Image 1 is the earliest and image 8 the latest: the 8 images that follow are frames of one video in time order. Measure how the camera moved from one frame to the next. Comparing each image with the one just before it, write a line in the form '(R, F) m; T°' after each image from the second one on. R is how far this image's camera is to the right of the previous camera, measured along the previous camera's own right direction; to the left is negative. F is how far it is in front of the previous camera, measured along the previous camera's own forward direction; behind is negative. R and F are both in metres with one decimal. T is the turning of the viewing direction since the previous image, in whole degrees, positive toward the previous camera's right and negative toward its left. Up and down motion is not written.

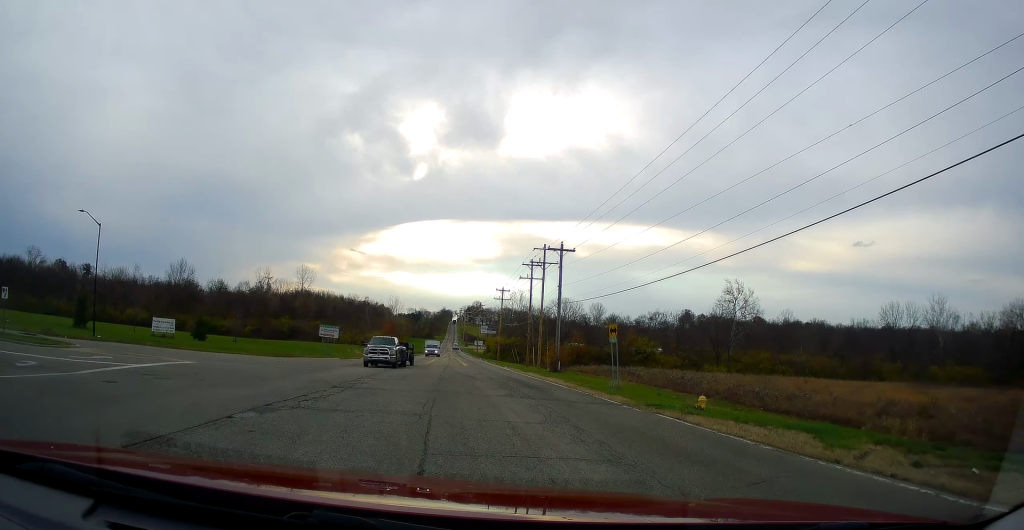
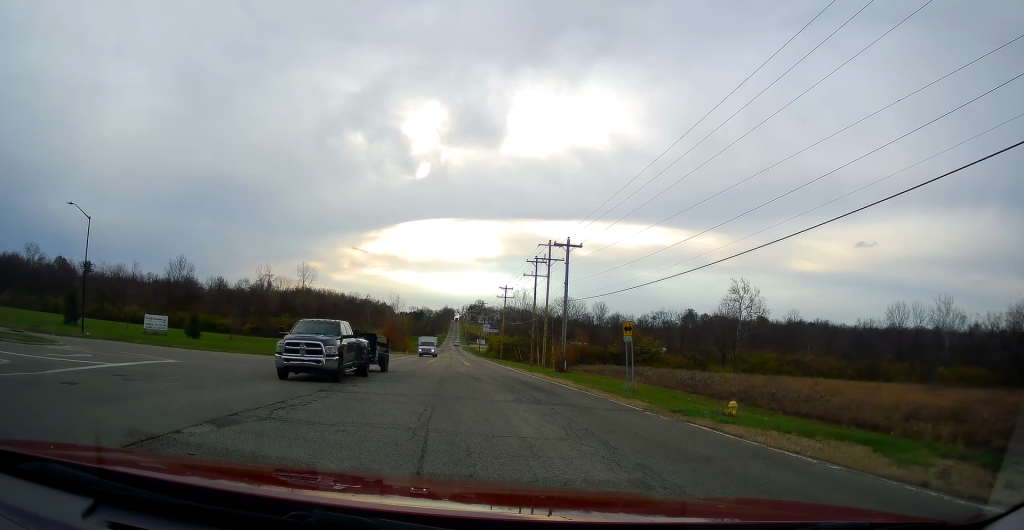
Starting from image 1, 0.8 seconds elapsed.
(0.0, +2.8) m; -2°
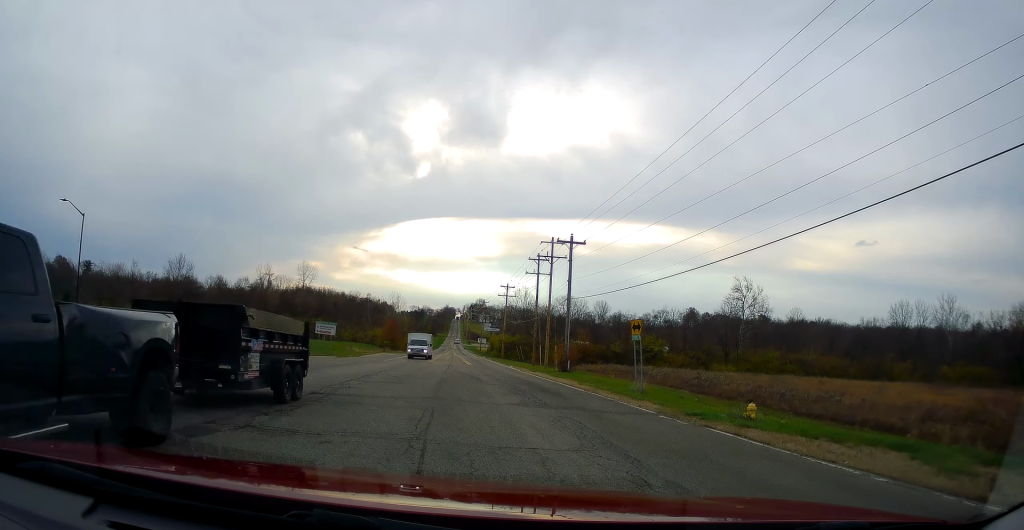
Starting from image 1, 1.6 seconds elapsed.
(-0.1, +1.4) m; -1°
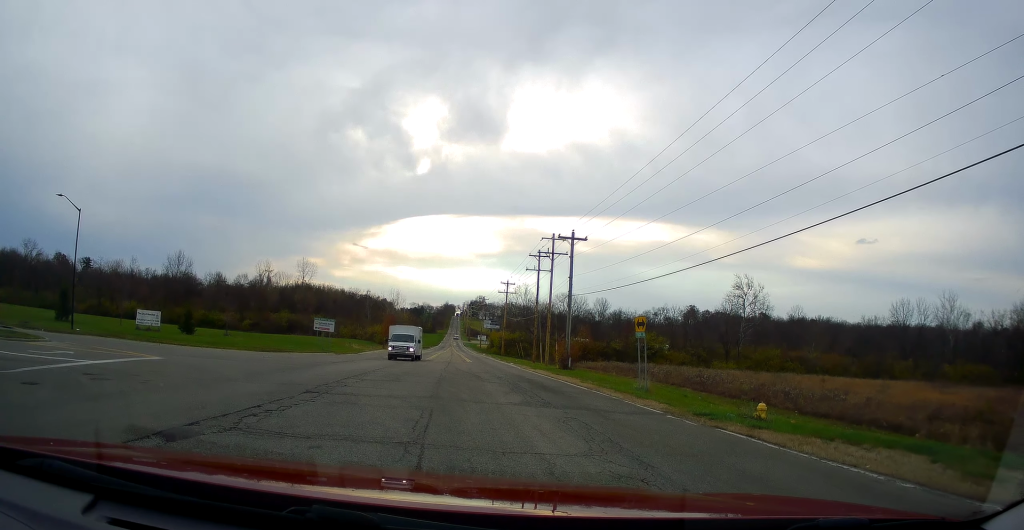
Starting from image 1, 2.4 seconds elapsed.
(0.0, +0.9) m; 0°
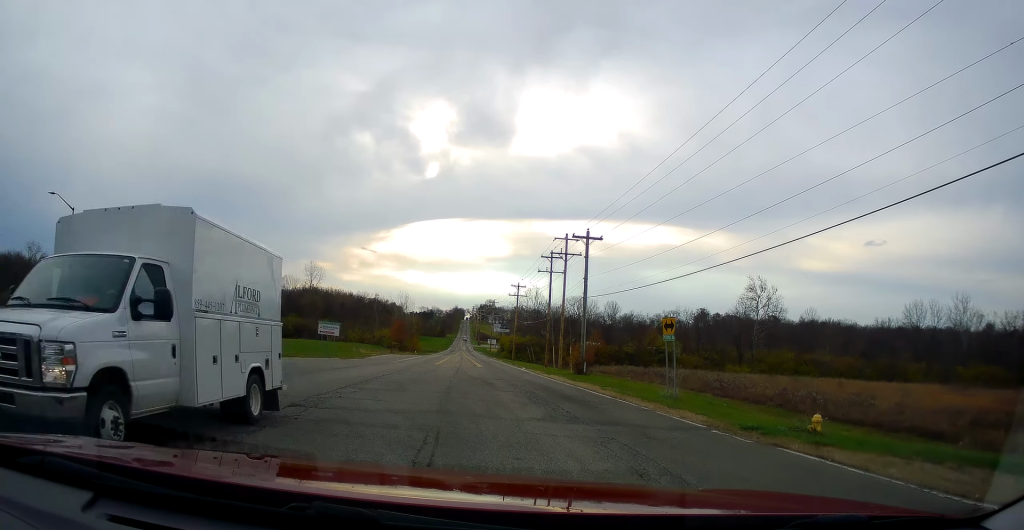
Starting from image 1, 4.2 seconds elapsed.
(0.0, +2.7) m; 0°
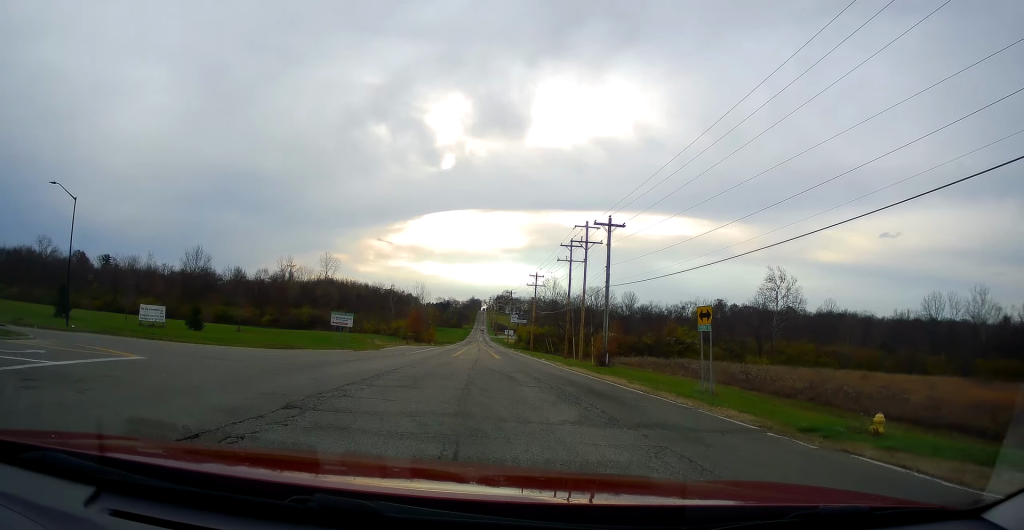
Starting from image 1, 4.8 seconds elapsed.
(-0.1, +0.6) m; -6°
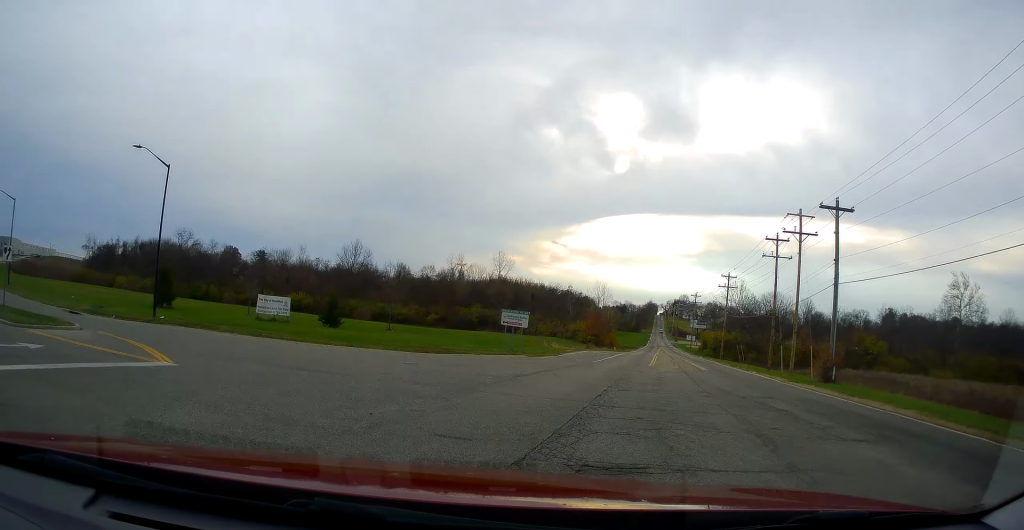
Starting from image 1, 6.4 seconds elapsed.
(-0.5, +4.9) m; -10°
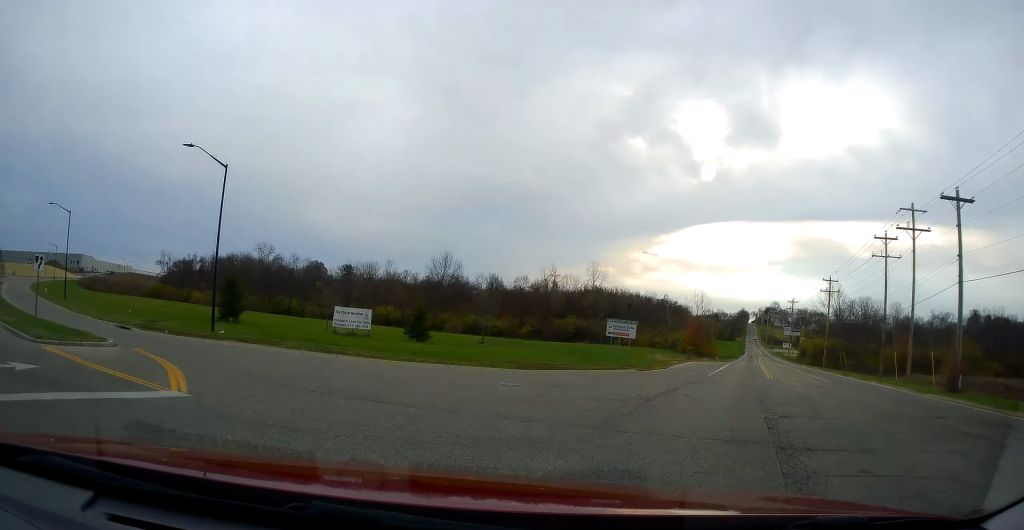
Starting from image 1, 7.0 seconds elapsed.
(+0.1, +2.7) m; -5°
